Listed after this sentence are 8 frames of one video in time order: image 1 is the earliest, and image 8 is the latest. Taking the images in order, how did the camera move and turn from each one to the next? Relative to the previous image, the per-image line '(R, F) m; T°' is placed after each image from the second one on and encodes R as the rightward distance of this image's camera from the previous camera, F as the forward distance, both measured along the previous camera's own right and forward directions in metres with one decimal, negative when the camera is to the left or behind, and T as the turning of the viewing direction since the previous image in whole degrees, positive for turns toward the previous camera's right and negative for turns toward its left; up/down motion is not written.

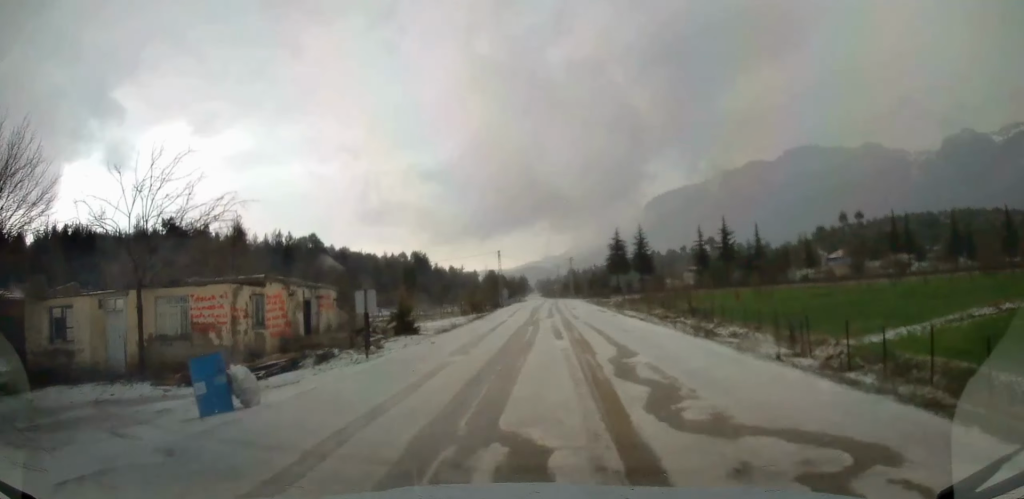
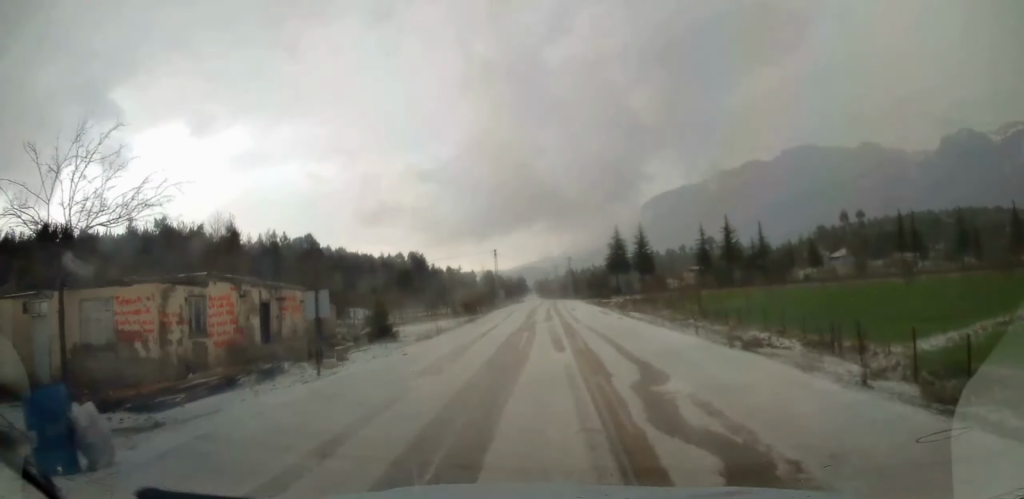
(+0.1, +3.6) m; +1°
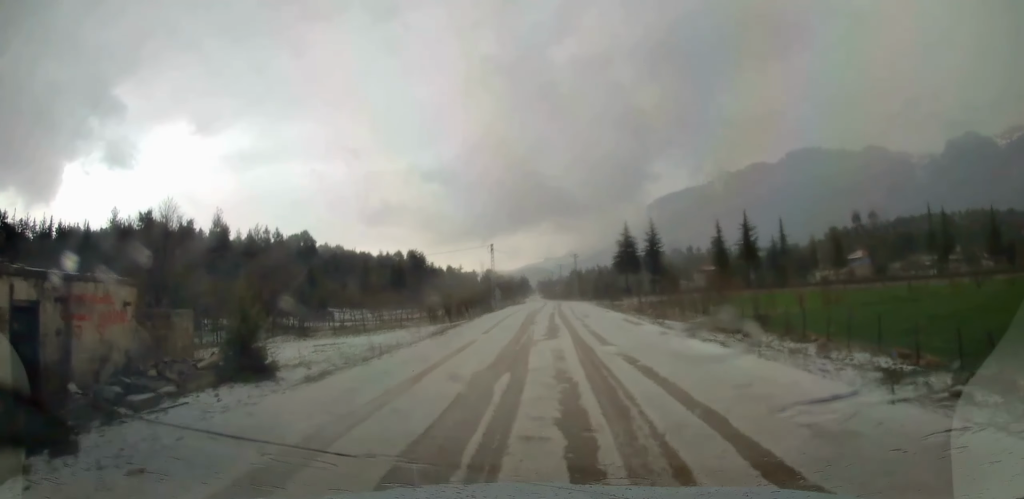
(0.0, +11.1) m; -1°
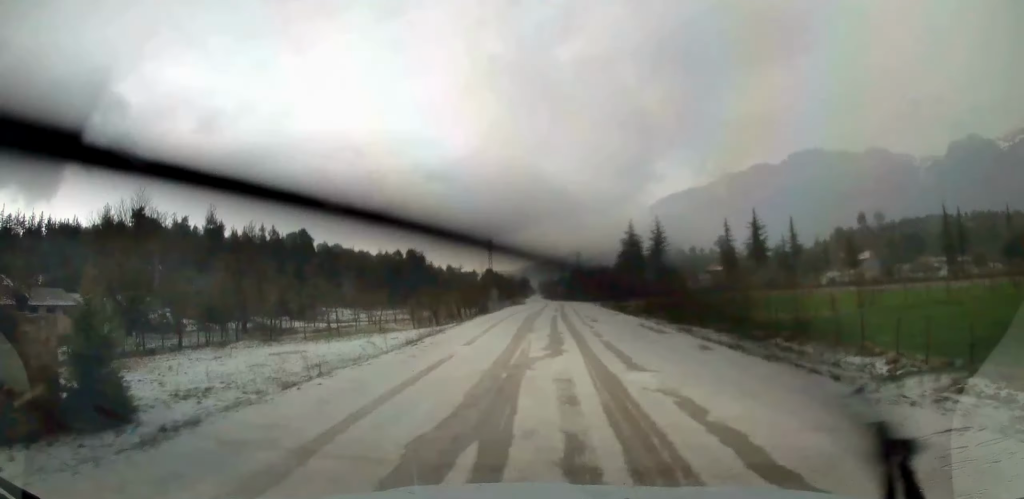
(0.0, +5.1) m; -1°
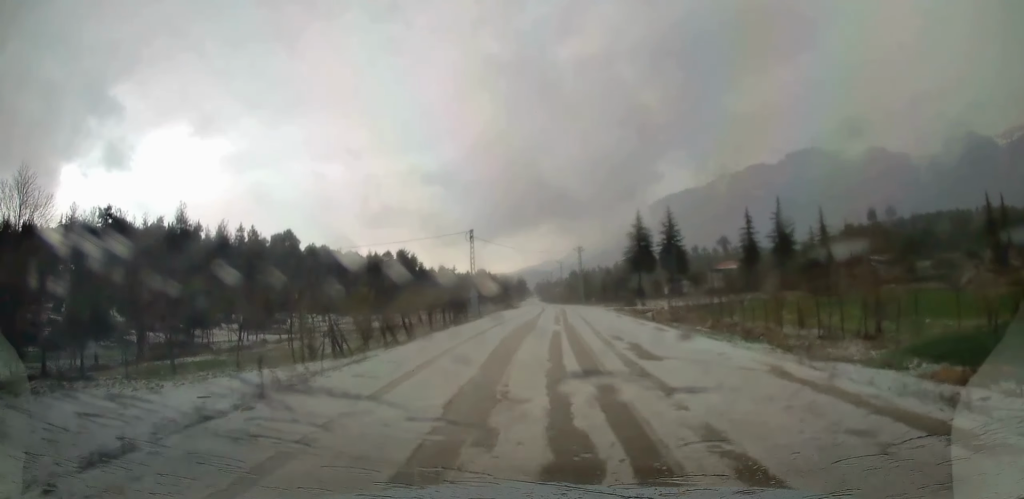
(+0.1, +15.4) m; +1°
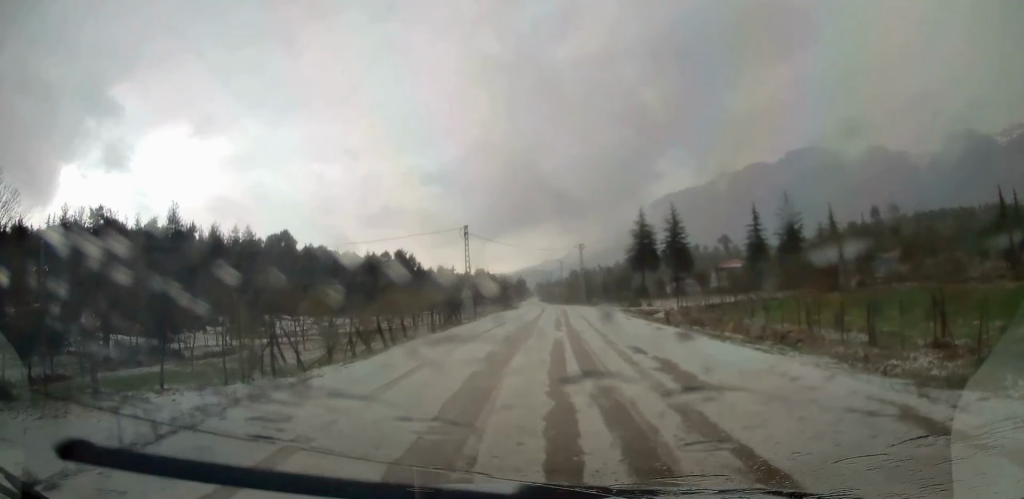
(-0.1, +4.0) m; +1°
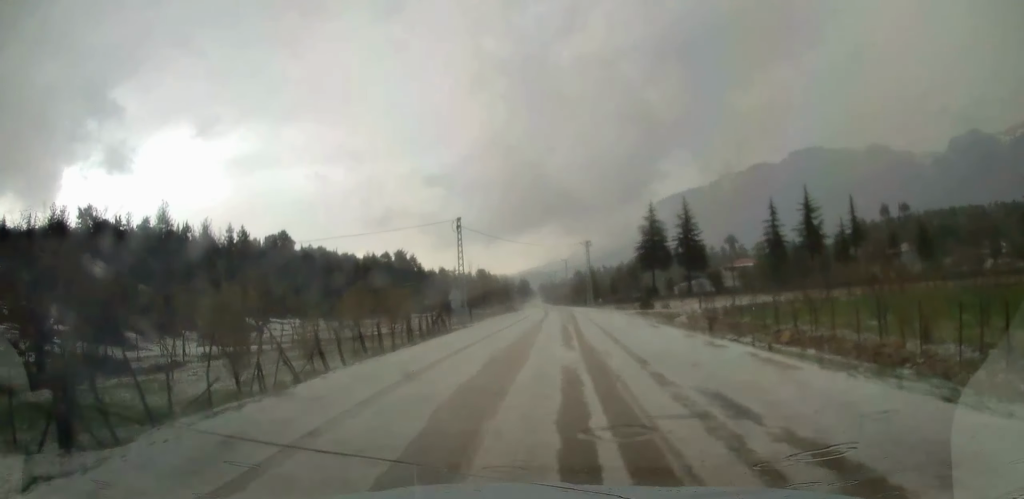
(+0.2, +6.9) m; +1°
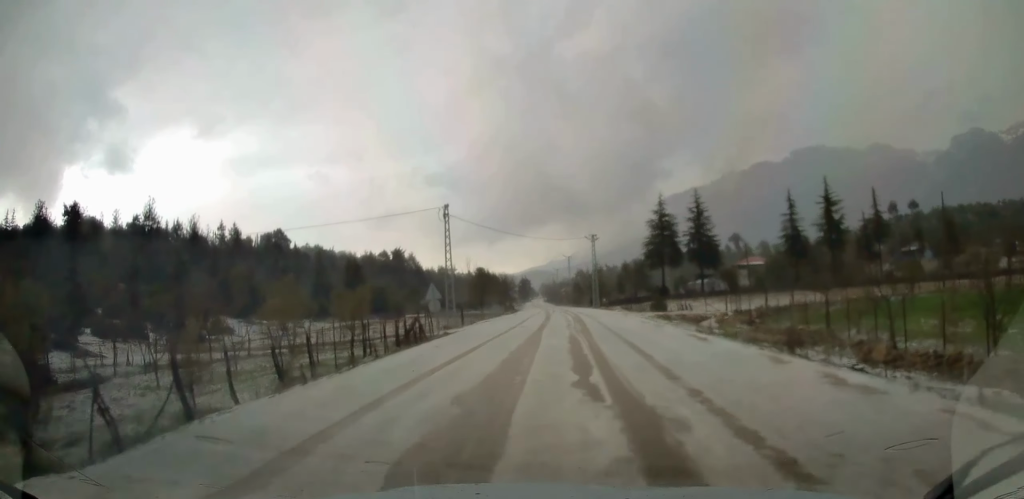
(-0.1, +7.1) m; -1°
